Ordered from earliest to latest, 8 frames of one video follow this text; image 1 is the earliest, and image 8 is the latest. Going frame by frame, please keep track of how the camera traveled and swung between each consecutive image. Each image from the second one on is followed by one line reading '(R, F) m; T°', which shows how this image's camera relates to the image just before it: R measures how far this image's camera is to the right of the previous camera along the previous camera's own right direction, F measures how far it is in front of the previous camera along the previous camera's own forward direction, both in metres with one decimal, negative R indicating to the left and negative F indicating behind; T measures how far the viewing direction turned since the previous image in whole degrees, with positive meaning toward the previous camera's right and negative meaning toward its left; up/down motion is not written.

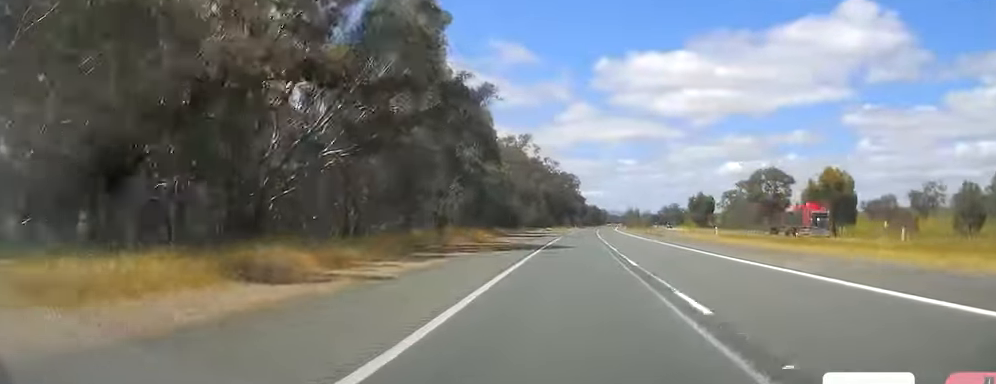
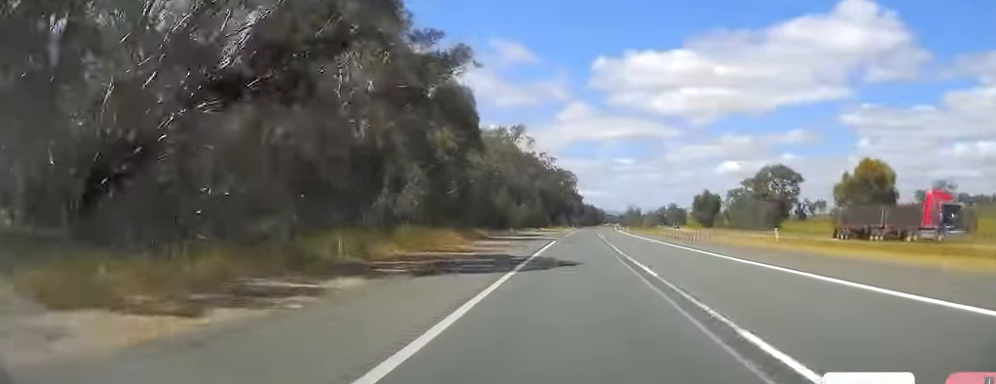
(+0.3, +16.5) m; 0°
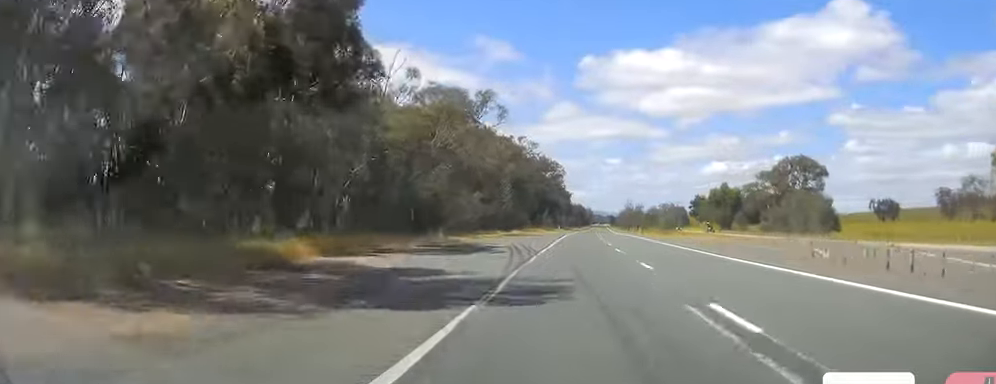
(-0.1, +45.8) m; +1°
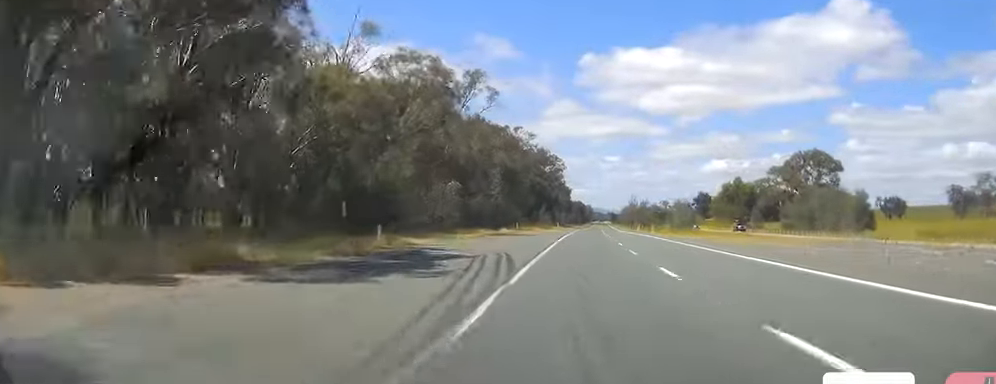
(+0.5, +15.6) m; 0°
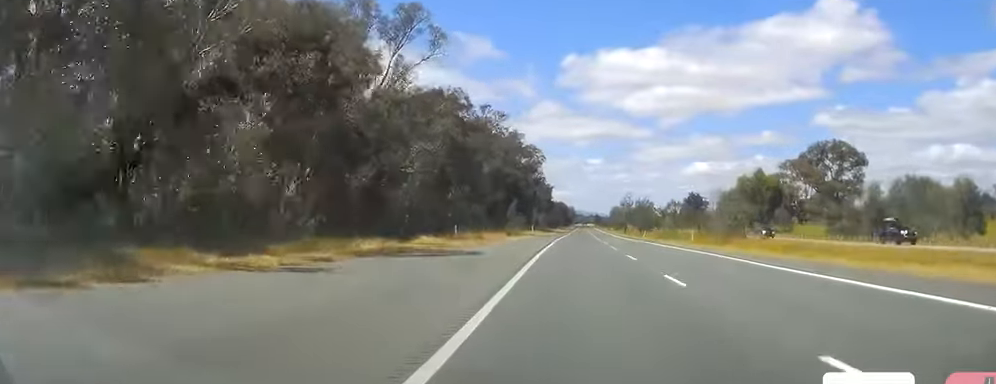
(-0.5, +36.2) m; 0°
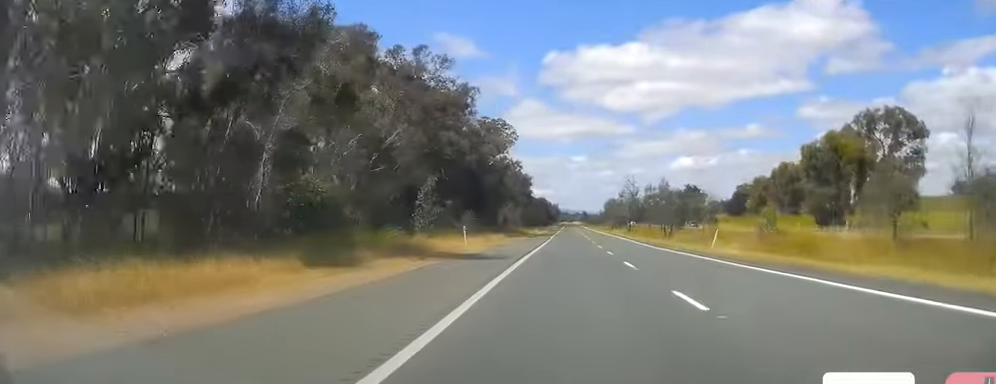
(+1.4, +50.0) m; +3°
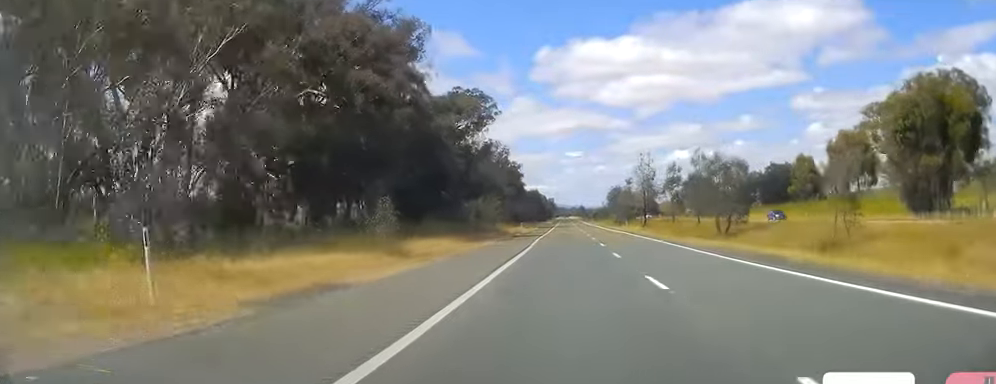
(+0.6, +31.4) m; +2°
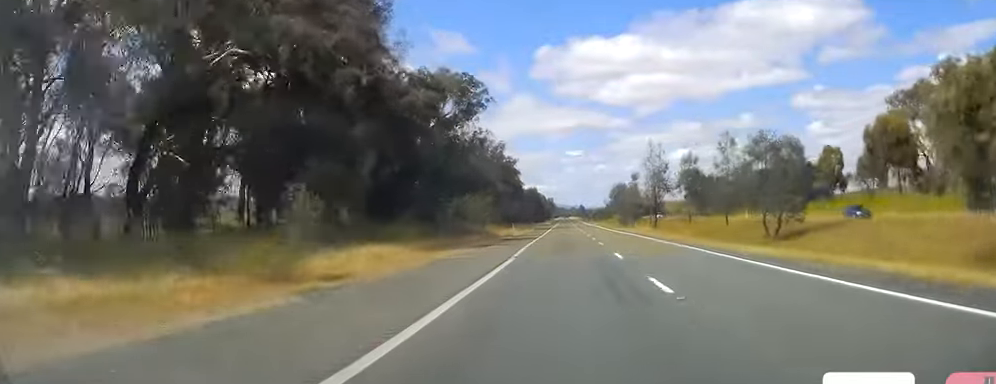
(+0.1, +12.7) m; 0°
